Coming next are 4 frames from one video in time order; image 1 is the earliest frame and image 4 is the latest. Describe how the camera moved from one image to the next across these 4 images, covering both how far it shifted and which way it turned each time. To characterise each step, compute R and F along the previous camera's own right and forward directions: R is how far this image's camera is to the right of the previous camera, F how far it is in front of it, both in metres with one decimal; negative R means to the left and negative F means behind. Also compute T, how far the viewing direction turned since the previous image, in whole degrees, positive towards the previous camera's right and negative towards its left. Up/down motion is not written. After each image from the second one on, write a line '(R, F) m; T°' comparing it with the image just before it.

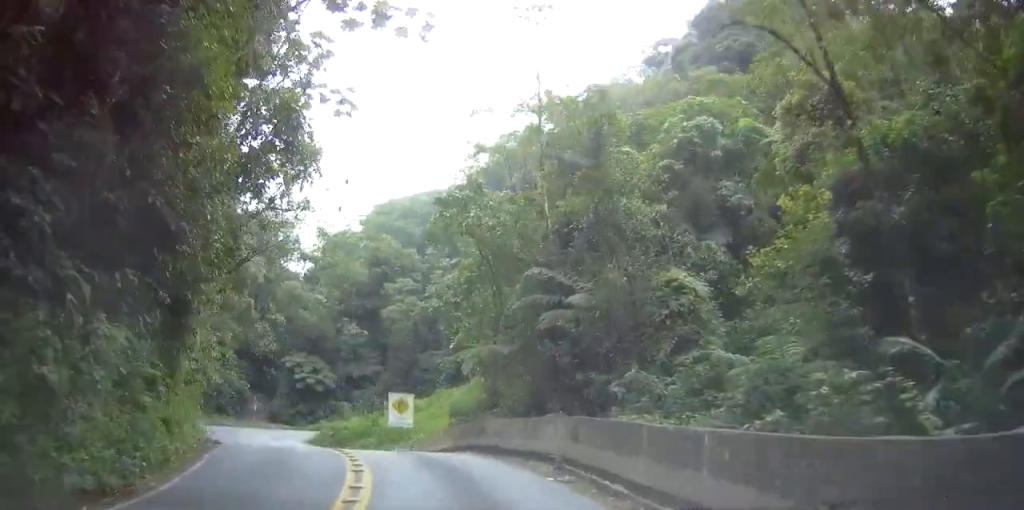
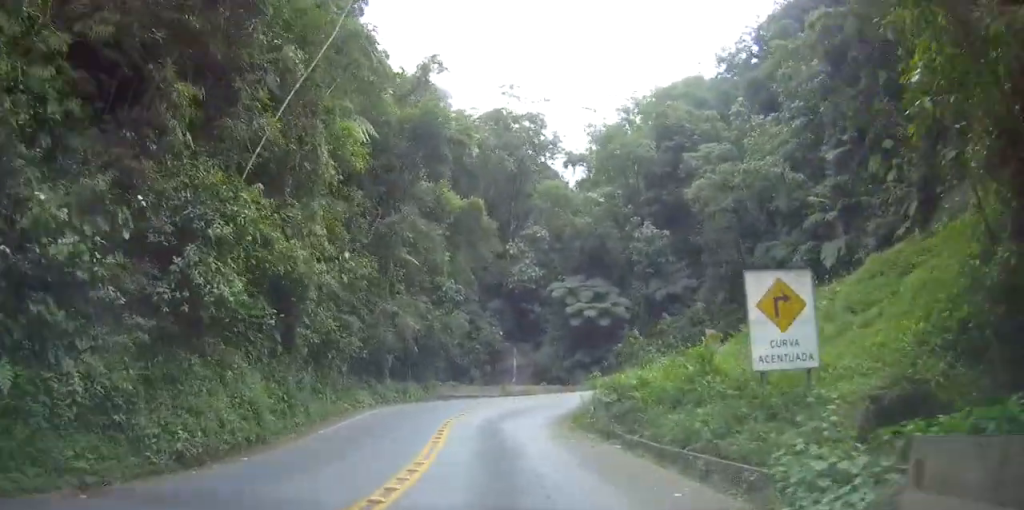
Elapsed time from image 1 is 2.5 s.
(-6.7, +24.7) m; -25°
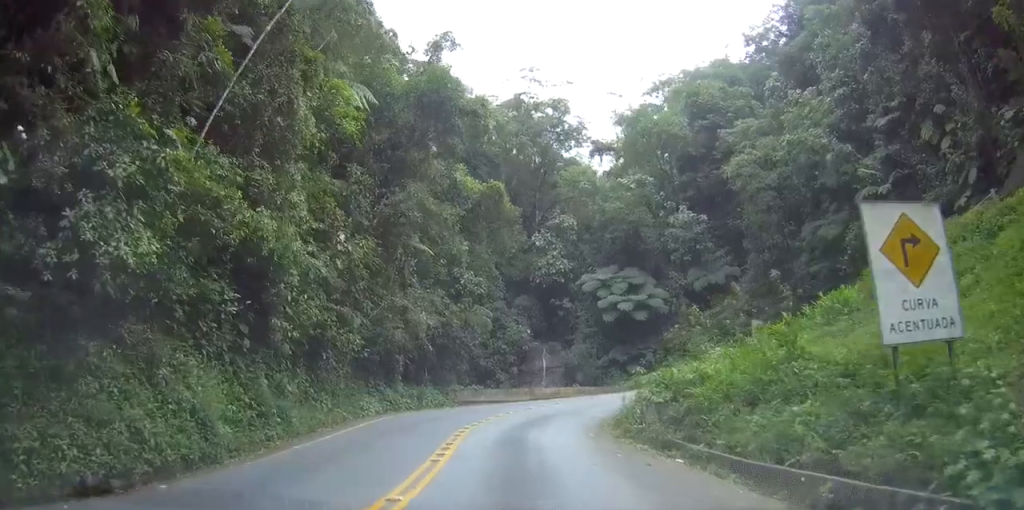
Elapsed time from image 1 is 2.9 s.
(-0.2, +4.5) m; -2°
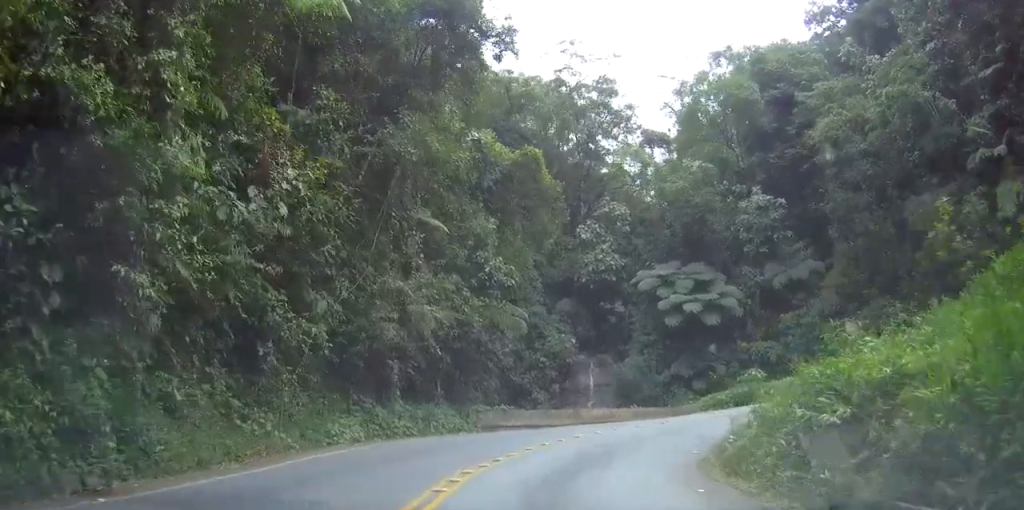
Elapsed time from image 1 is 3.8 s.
(-0.3, +8.9) m; -2°
